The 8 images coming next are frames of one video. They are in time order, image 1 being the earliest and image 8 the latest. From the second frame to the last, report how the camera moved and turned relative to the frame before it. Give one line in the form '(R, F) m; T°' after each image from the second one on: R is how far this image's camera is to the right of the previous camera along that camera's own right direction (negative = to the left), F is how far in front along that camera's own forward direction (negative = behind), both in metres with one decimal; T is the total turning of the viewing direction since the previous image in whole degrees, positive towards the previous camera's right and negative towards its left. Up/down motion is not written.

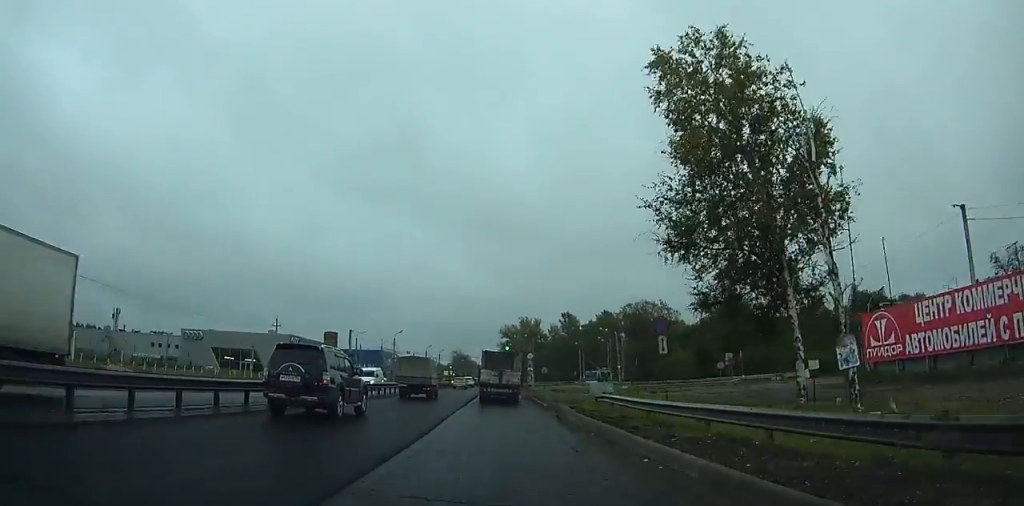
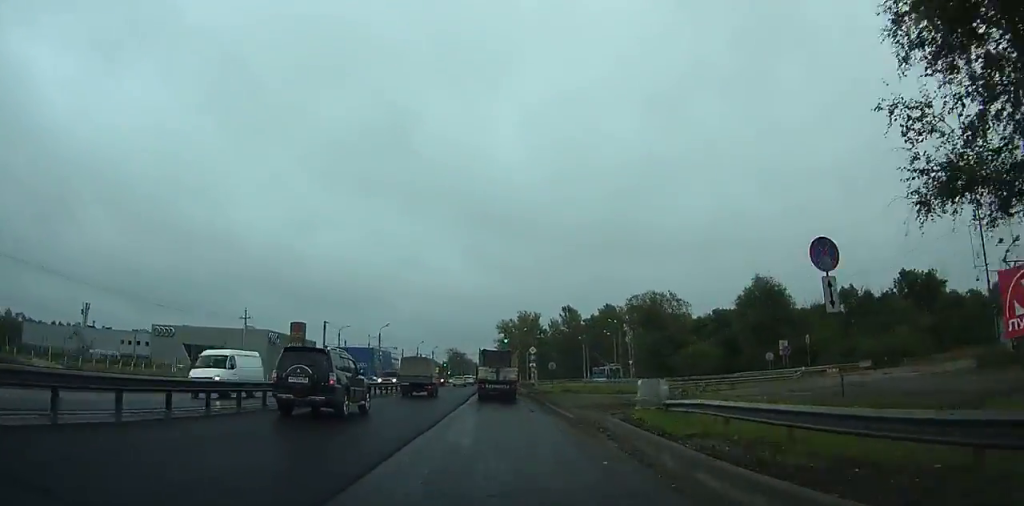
(0.0, +11.3) m; 0°
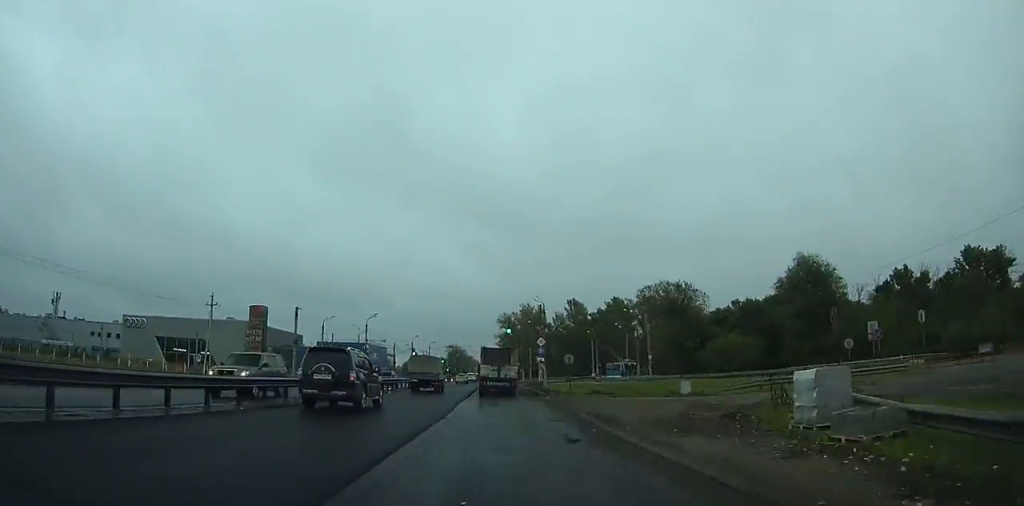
(-0.1, +11.6) m; 0°
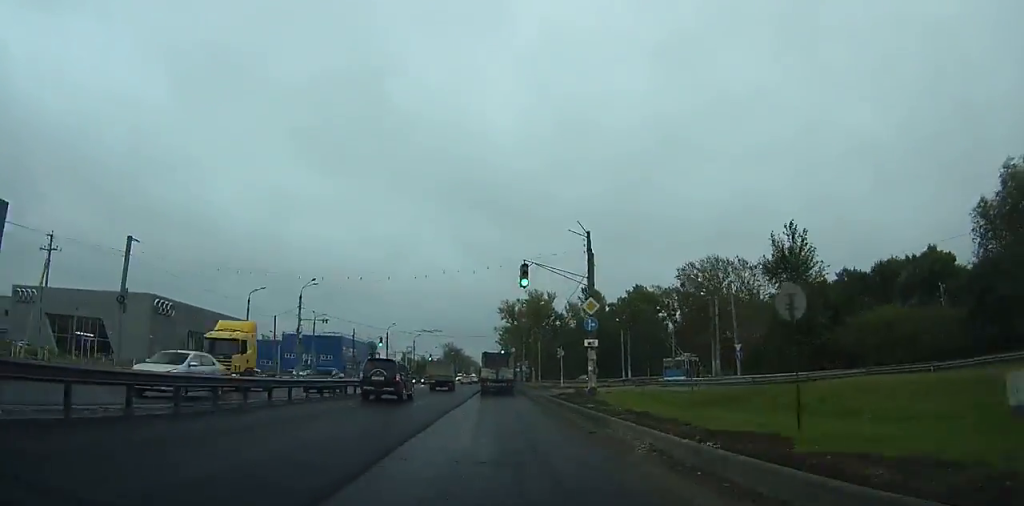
(-0.1, +33.3) m; 0°
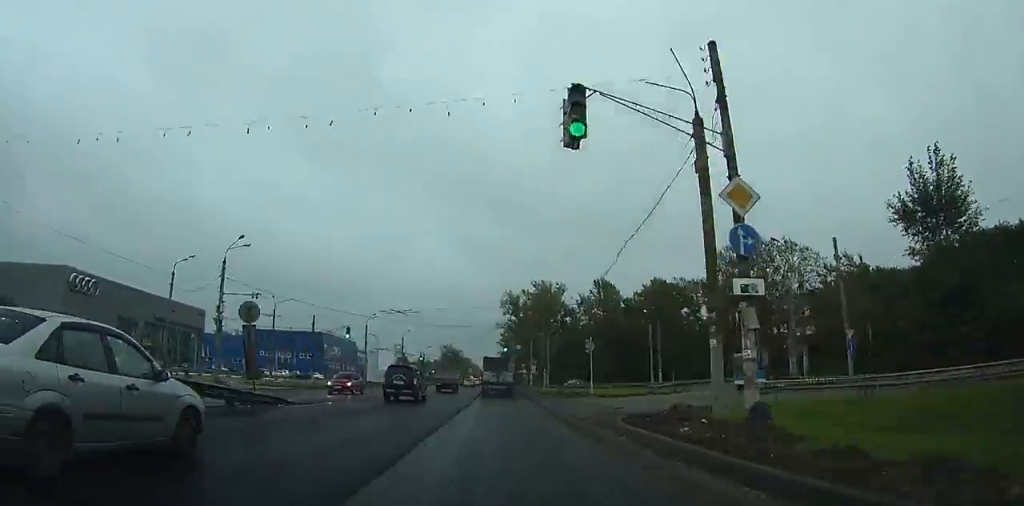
(-0.1, +18.4) m; 0°
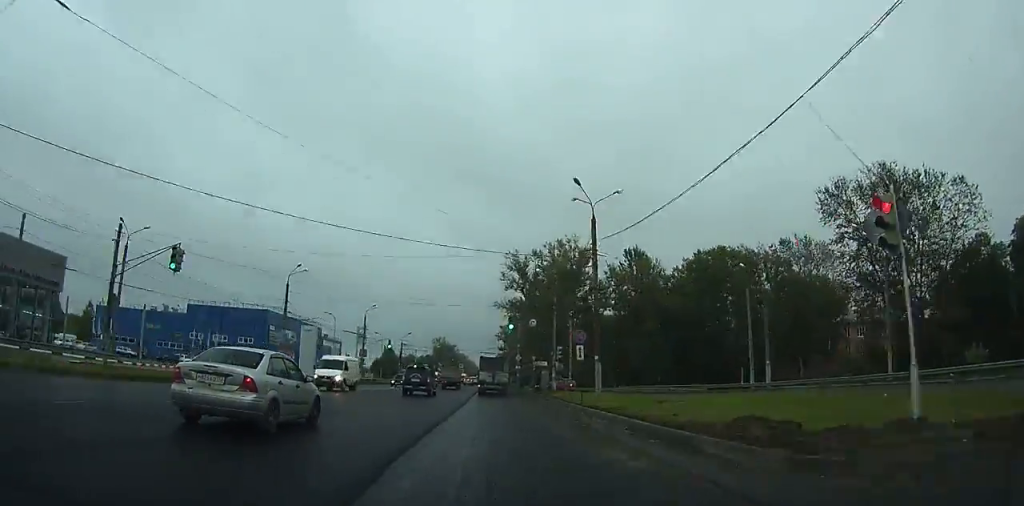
(+0.4, +33.6) m; +1°
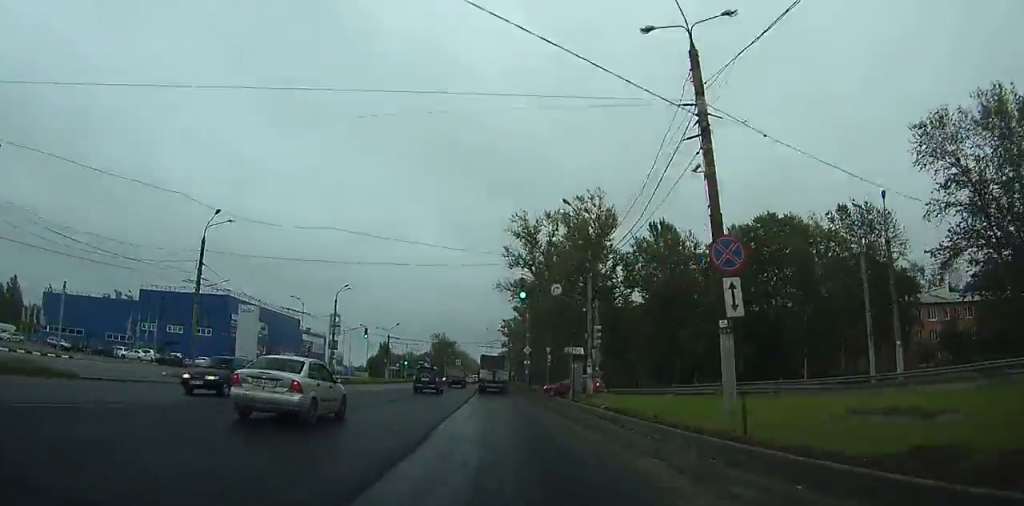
(+0.1, +17.4) m; 0°
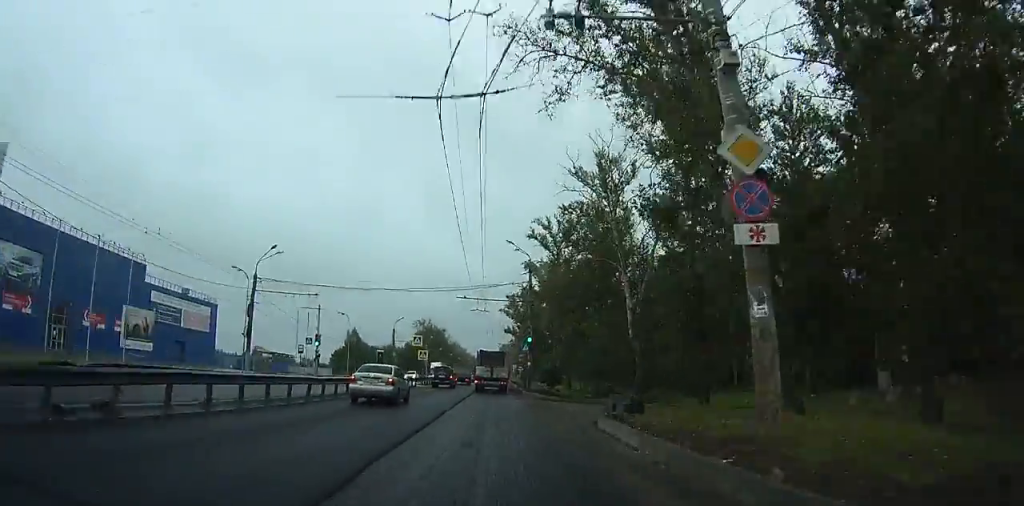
(-0.9, +59.9) m; -1°
